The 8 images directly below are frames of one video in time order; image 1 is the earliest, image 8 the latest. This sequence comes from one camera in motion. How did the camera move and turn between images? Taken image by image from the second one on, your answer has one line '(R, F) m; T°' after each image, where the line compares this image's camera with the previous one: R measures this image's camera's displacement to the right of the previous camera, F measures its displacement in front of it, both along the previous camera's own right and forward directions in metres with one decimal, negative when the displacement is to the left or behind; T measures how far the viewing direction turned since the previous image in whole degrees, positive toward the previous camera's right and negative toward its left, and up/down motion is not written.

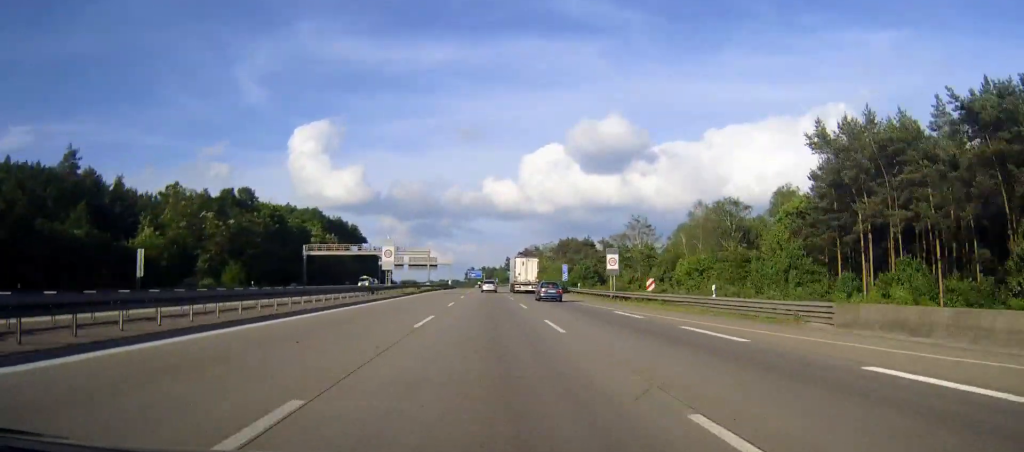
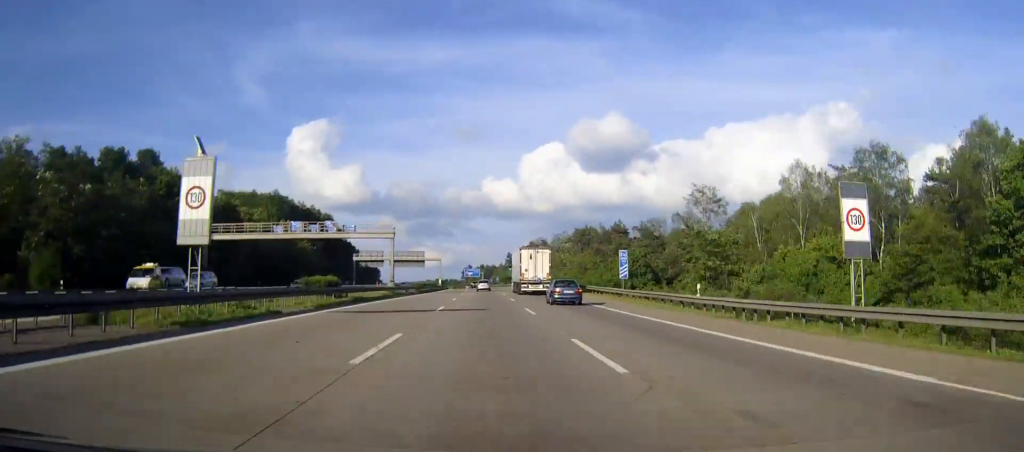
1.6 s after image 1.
(+0.1, +43.9) m; 0°
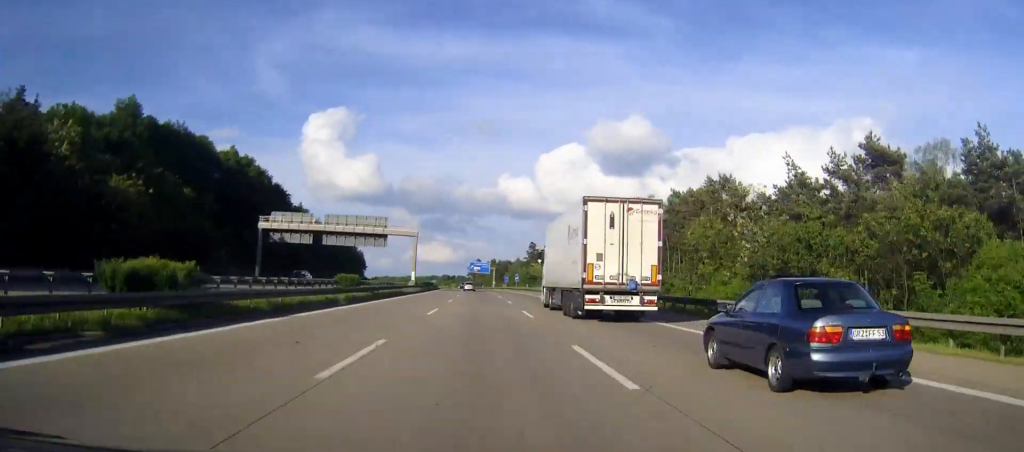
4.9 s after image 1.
(-1.0, +89.9) m; -1°
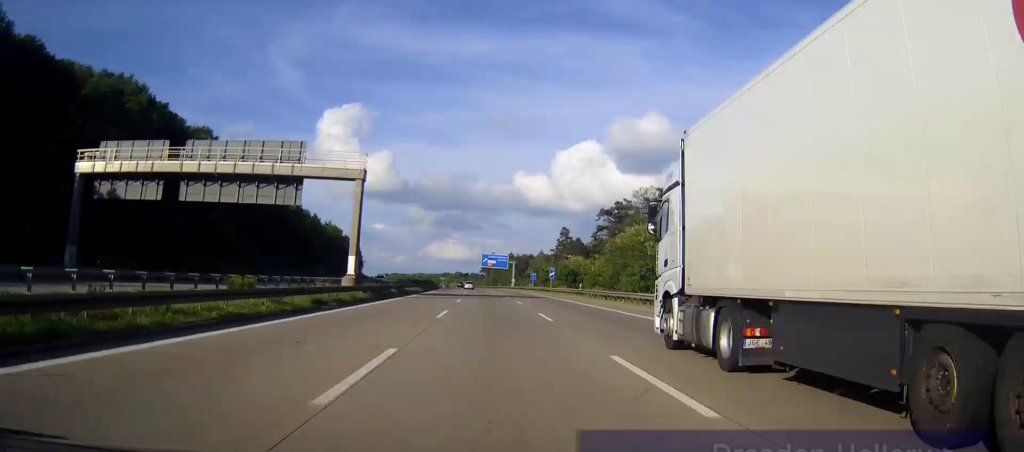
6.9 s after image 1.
(-0.4, +54.0) m; -1°
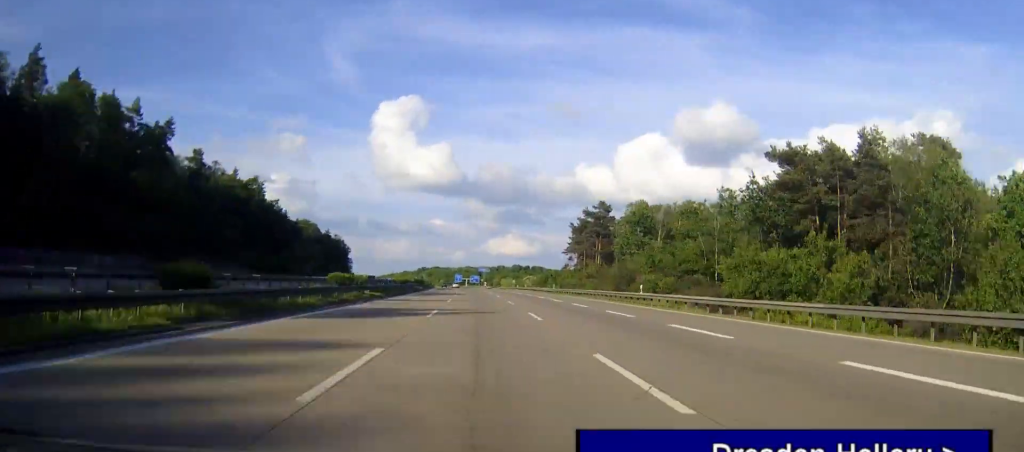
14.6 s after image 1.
(-8.6, +208.2) m; -5°
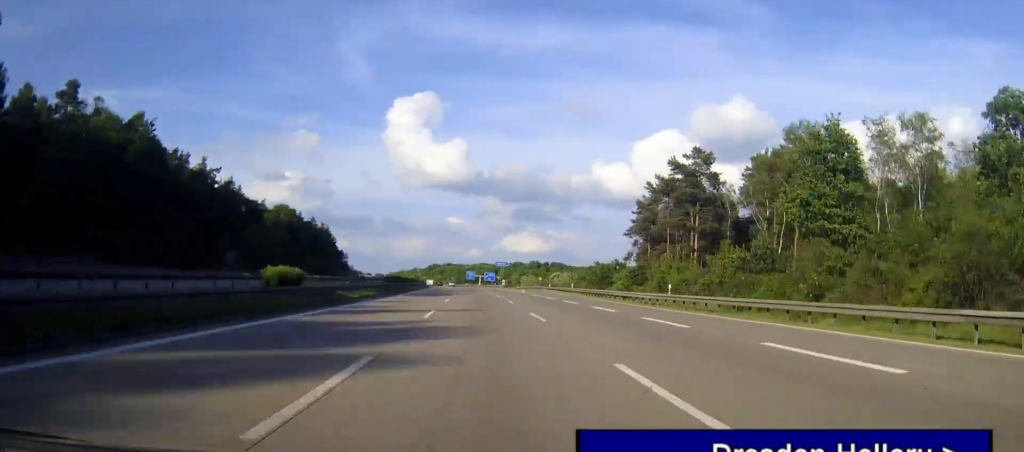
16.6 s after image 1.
(-0.2, +57.3) m; -1°
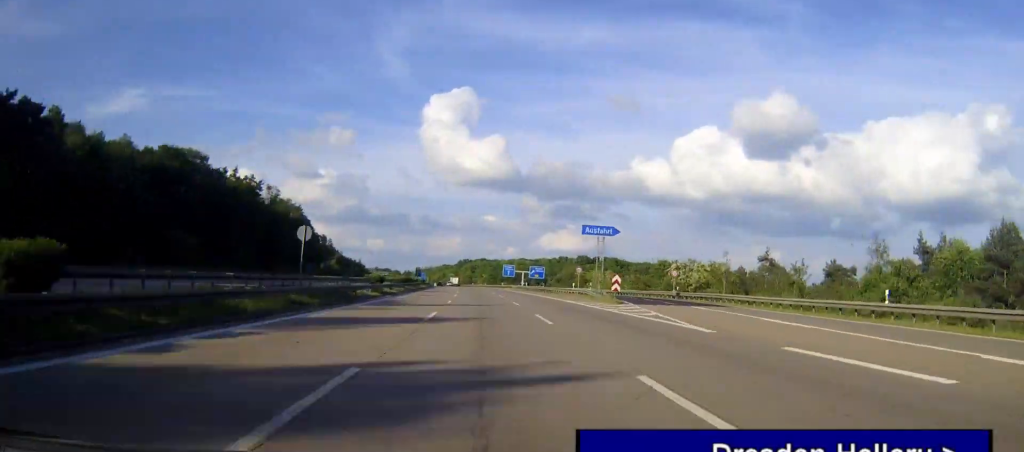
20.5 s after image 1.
(-3.0, +112.0) m; -3°
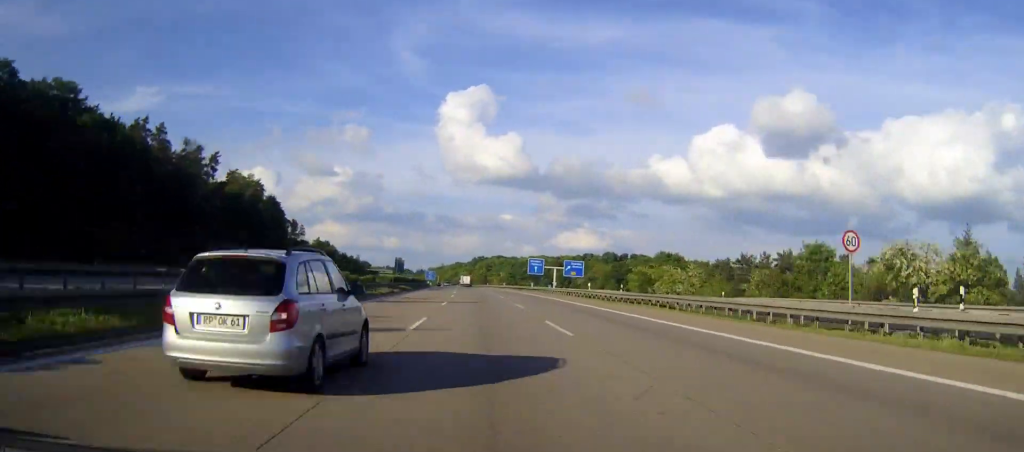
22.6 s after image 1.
(-0.5, +59.8) m; -1°
